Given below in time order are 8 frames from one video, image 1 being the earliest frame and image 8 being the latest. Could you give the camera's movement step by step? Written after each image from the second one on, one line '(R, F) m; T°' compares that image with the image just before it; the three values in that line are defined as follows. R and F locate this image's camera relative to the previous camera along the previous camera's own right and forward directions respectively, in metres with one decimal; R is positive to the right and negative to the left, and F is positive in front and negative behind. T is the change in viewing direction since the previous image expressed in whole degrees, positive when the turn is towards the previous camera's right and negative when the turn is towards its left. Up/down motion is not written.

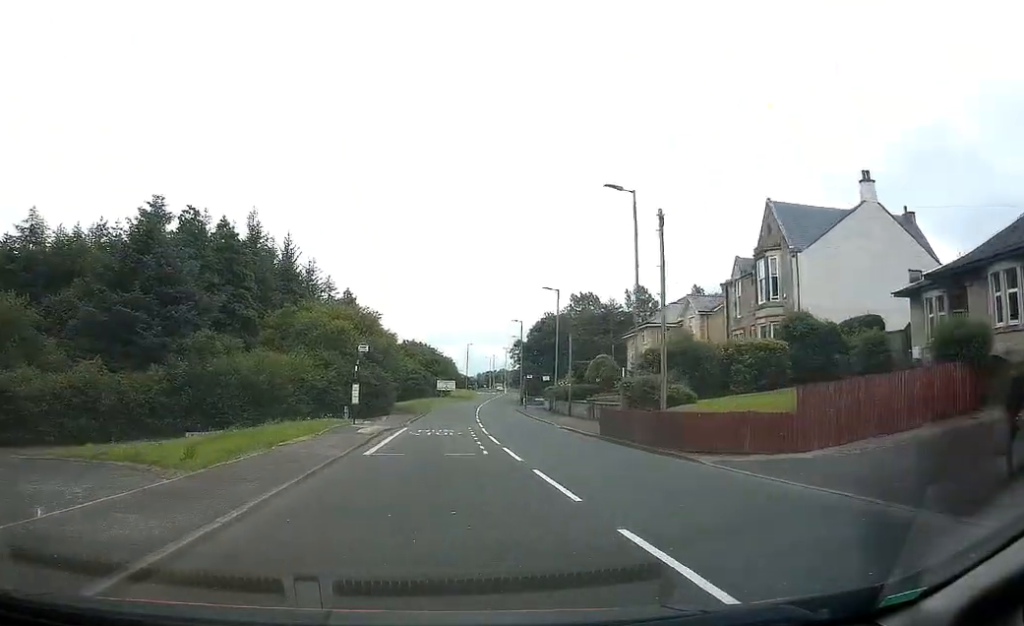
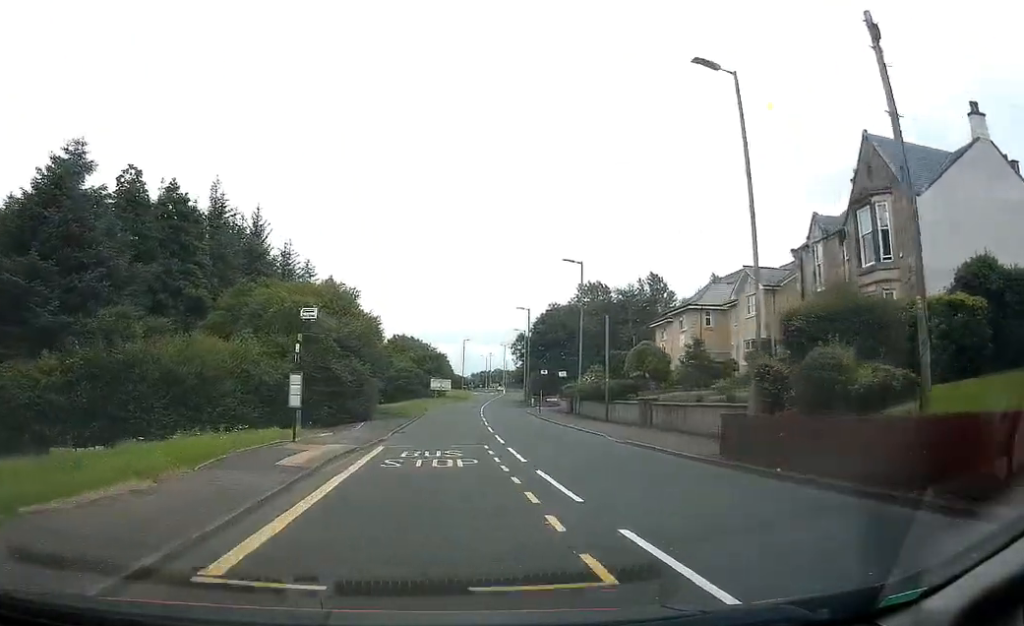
(-0.1, +12.0) m; +1°
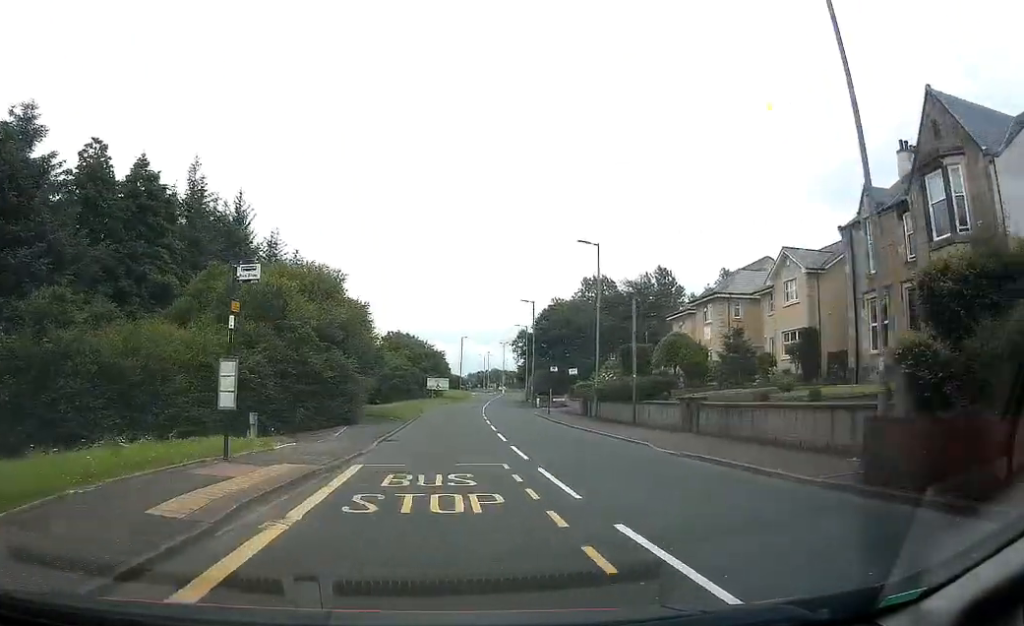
(+0.1, +5.8) m; +1°
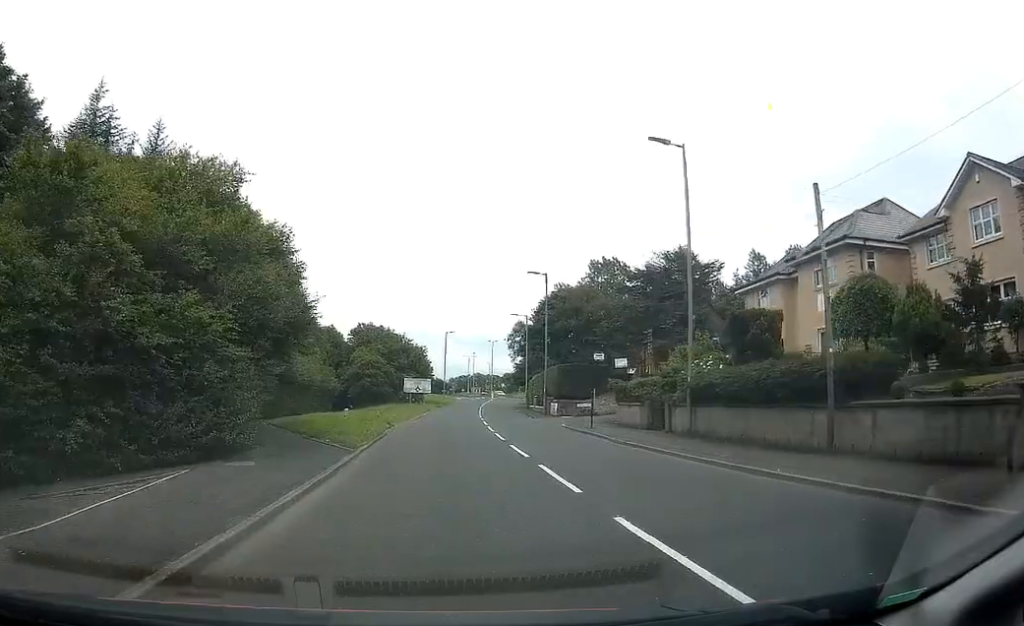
(+0.1, +17.6) m; 0°
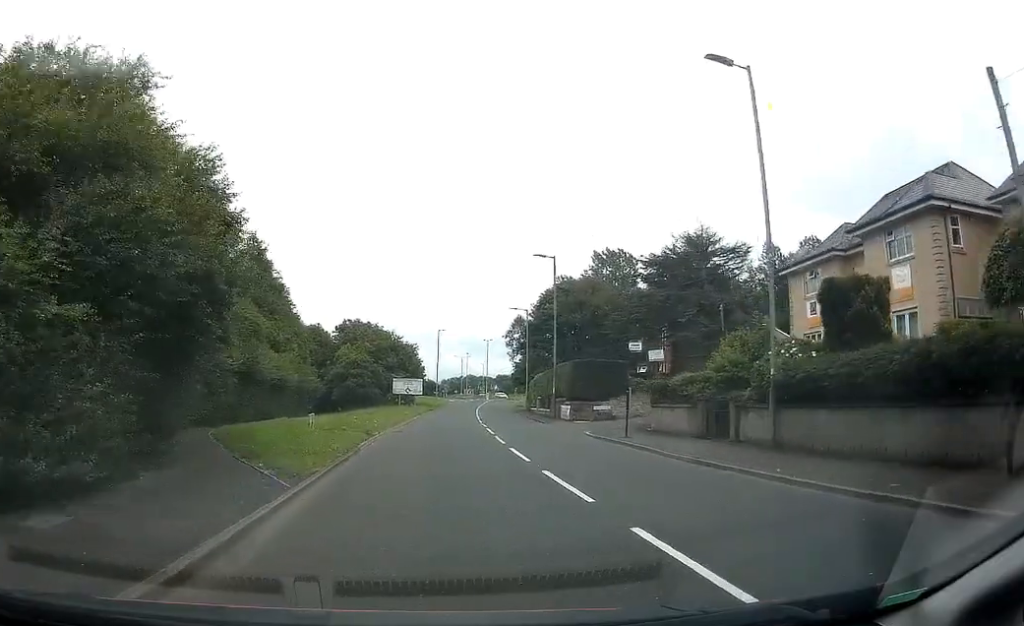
(0.0, +6.8) m; +1°
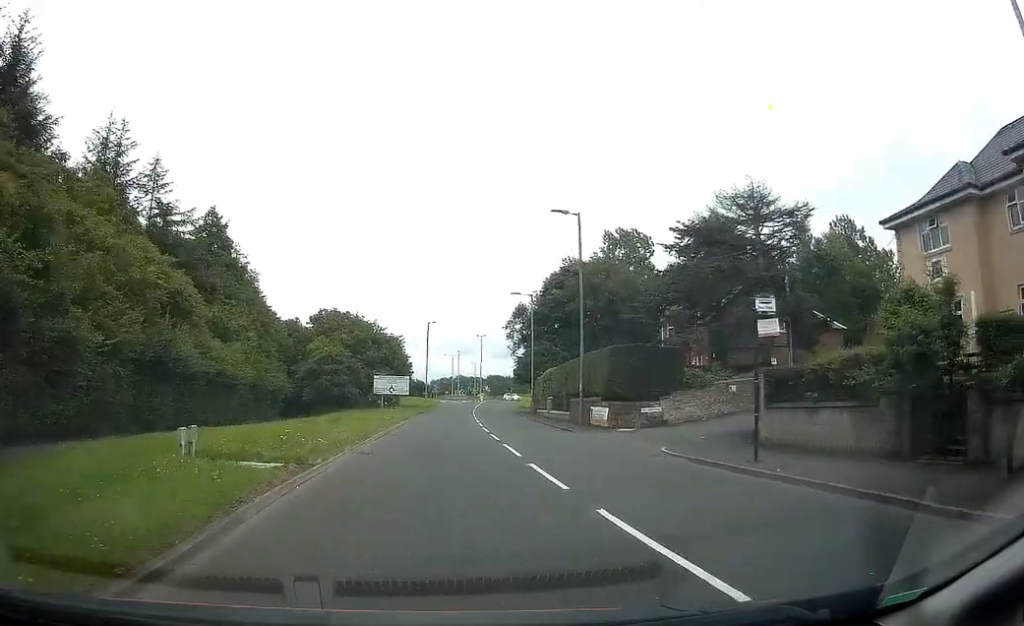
(+0.2, +10.8) m; +1°
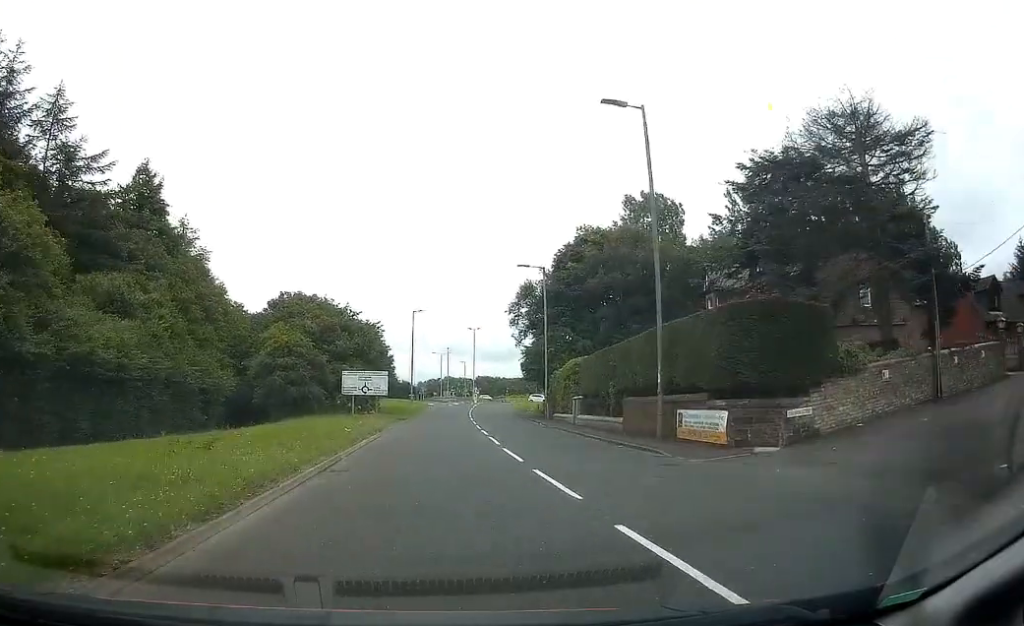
(0.0, +12.5) m; 0°
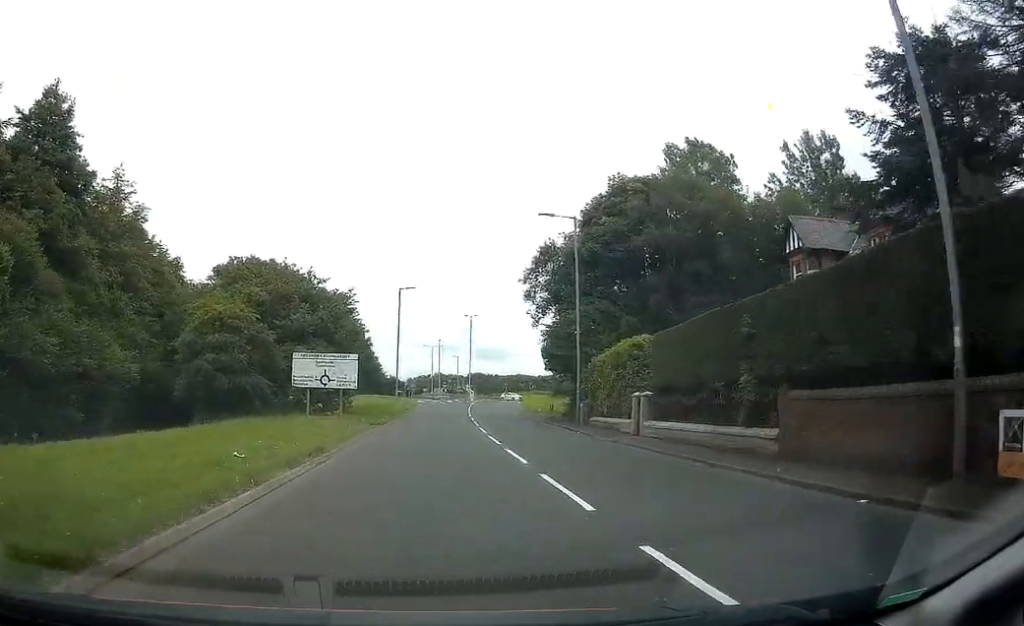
(+0.1, +13.2) m; +1°
